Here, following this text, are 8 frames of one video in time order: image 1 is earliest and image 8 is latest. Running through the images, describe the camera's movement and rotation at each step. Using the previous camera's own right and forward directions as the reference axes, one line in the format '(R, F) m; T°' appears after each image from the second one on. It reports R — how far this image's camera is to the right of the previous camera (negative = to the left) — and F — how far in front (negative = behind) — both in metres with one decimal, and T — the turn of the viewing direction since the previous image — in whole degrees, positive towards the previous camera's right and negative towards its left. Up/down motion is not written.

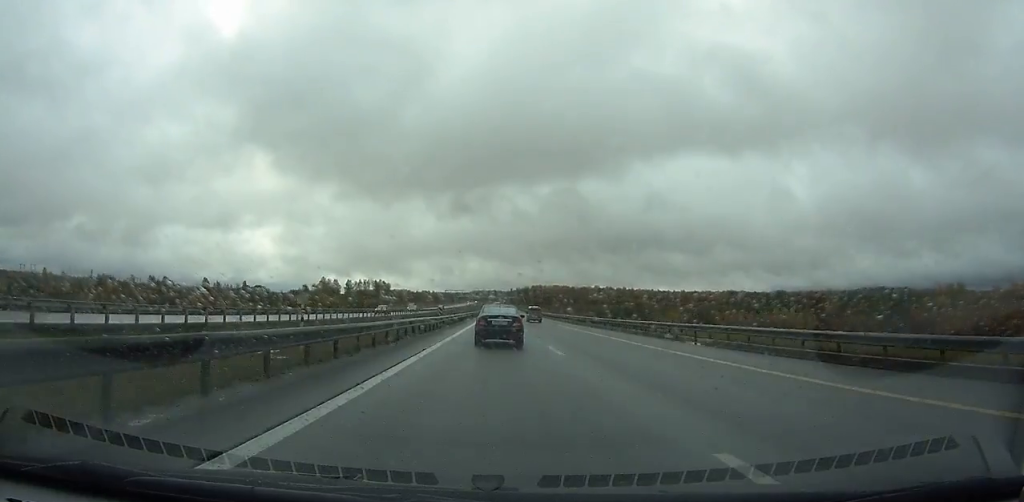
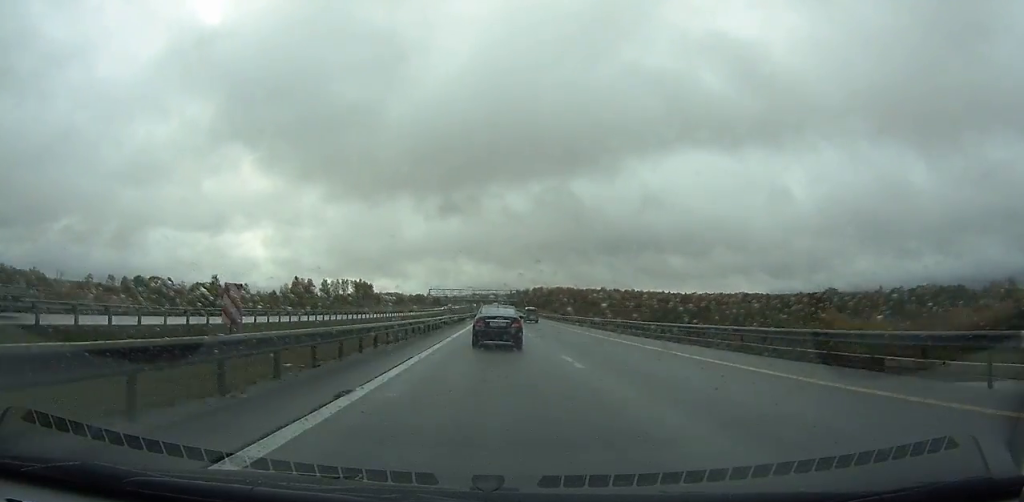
(+0.2, +68.1) m; 0°
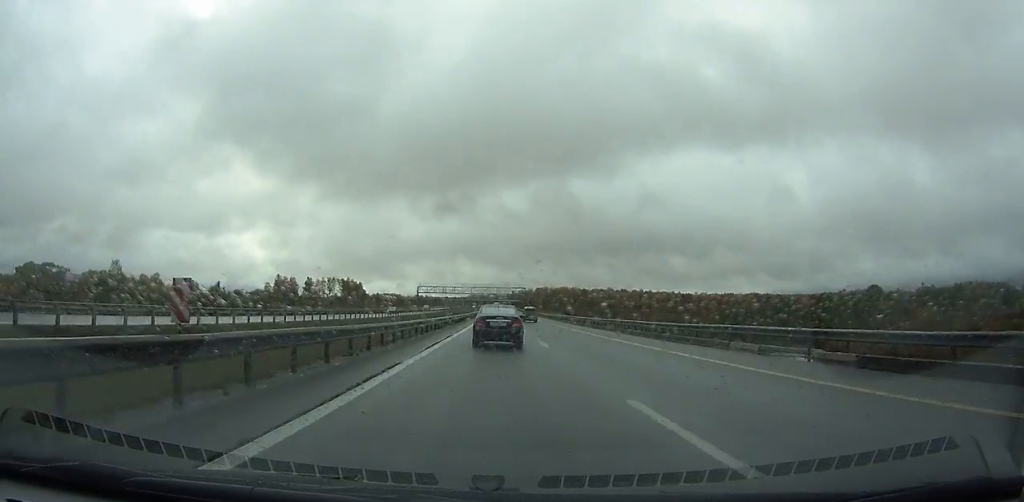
(+0.1, +41.0) m; 0°
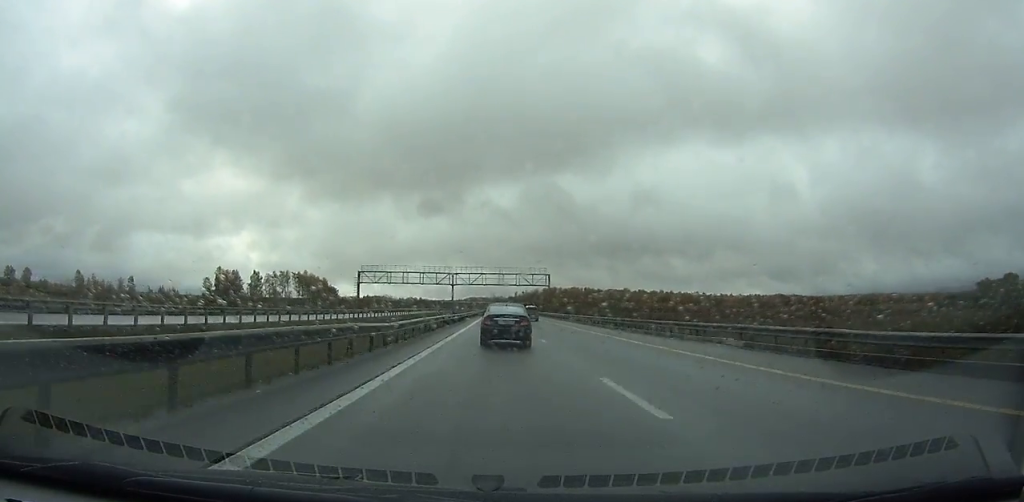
(-0.1, +93.4) m; 0°
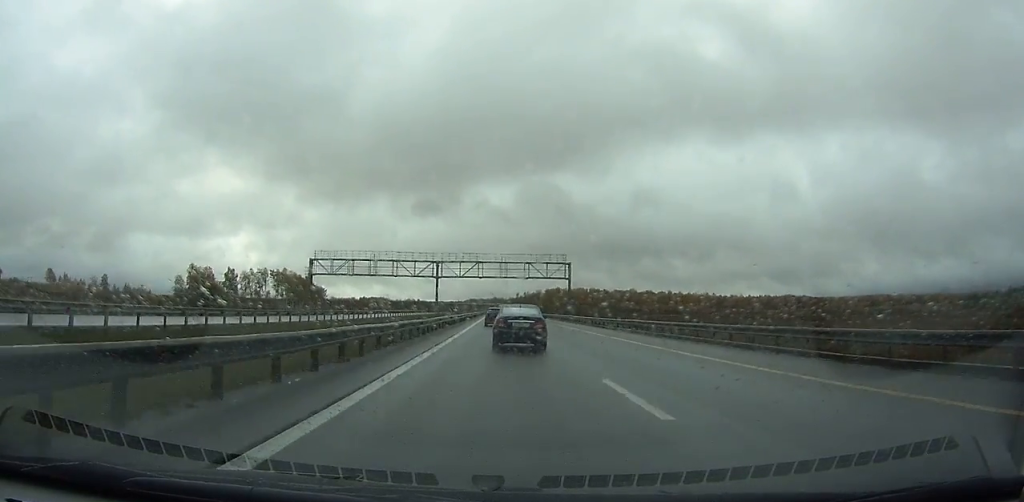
(0.0, +31.9) m; 0°
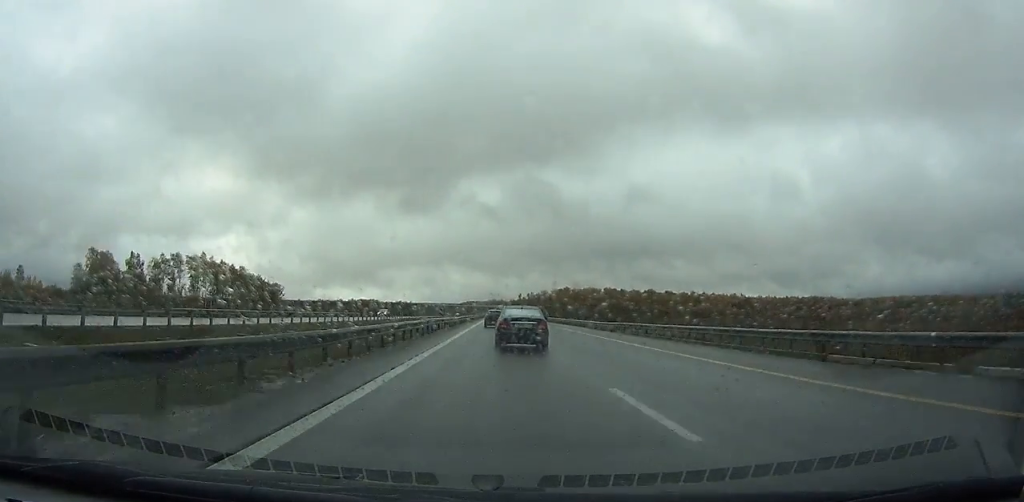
(0.0, +82.2) m; 0°
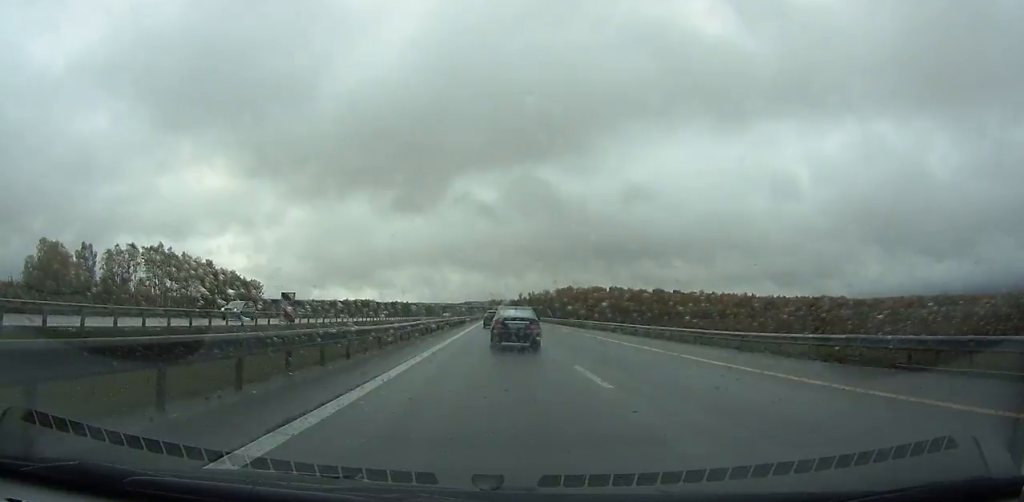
(0.0, +27.6) m; 0°
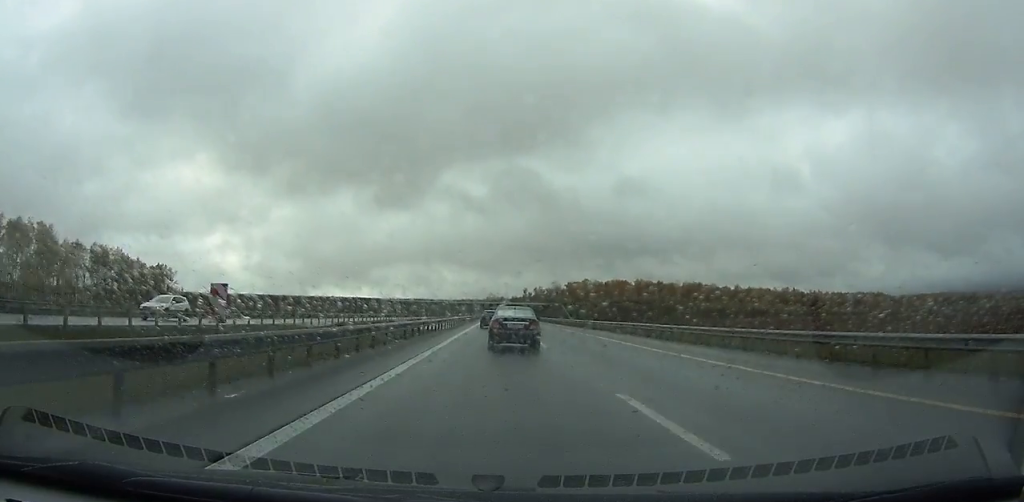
(0.0, +83.5) m; 0°
